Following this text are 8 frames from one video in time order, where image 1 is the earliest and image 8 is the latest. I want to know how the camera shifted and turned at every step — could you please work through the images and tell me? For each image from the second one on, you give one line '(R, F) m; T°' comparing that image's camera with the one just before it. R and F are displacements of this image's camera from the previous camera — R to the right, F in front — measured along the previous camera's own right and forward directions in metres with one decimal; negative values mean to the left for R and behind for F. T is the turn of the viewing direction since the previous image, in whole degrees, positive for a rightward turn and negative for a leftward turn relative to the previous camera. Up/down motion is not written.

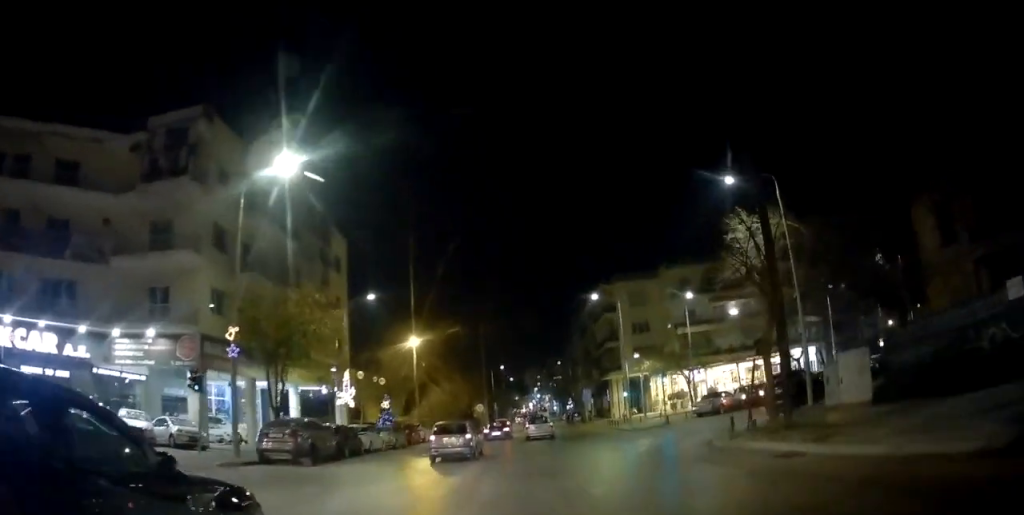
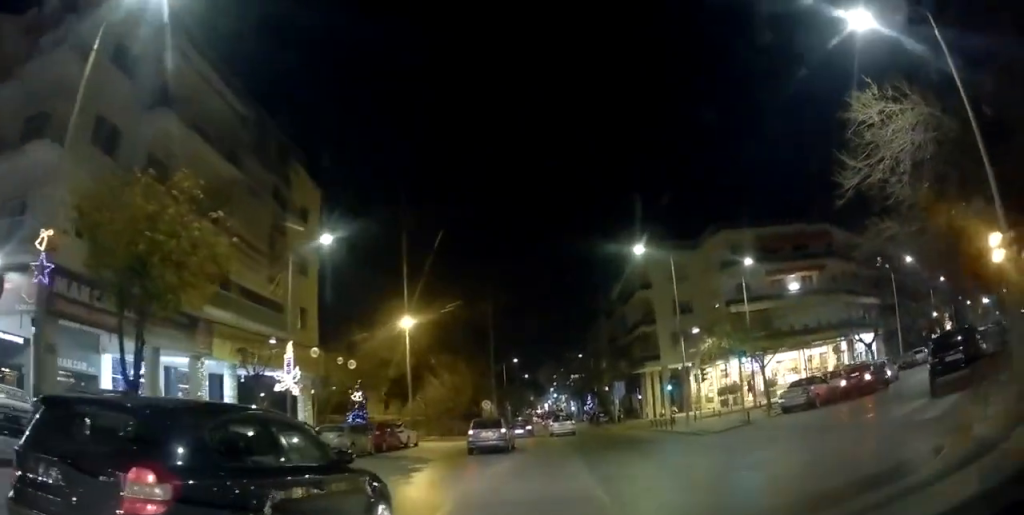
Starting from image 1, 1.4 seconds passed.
(-0.3, +10.7) m; 0°
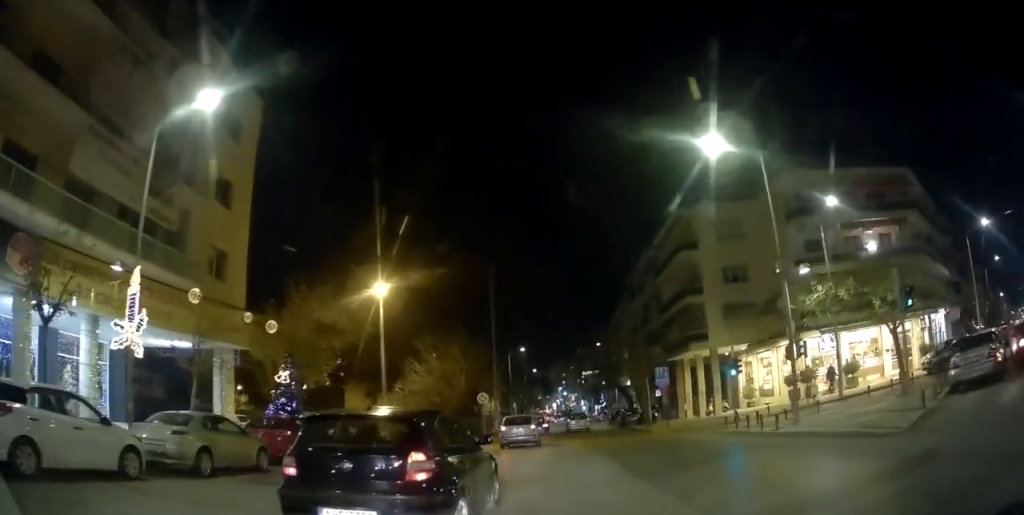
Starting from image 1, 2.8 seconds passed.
(+0.4, +10.4) m; +2°
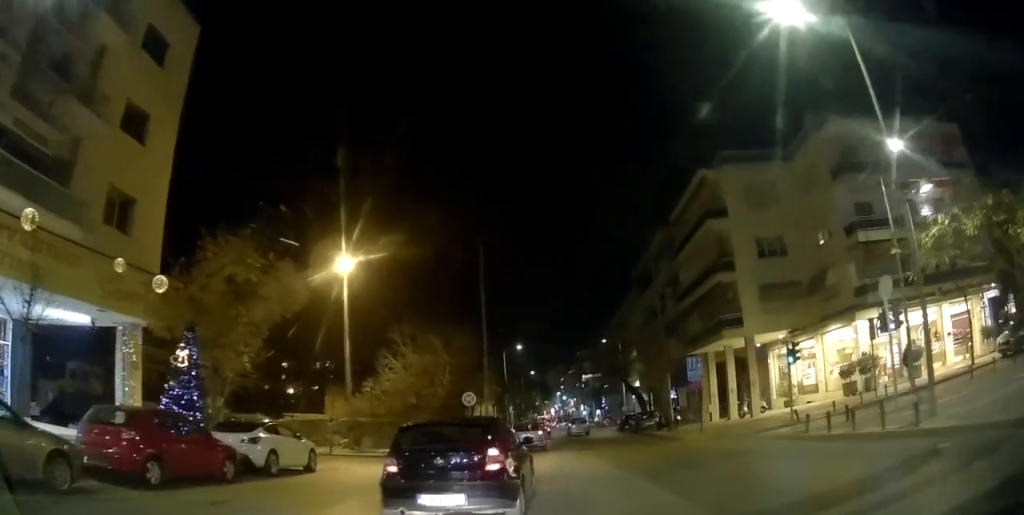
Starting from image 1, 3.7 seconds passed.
(0.0, +6.6) m; -2°
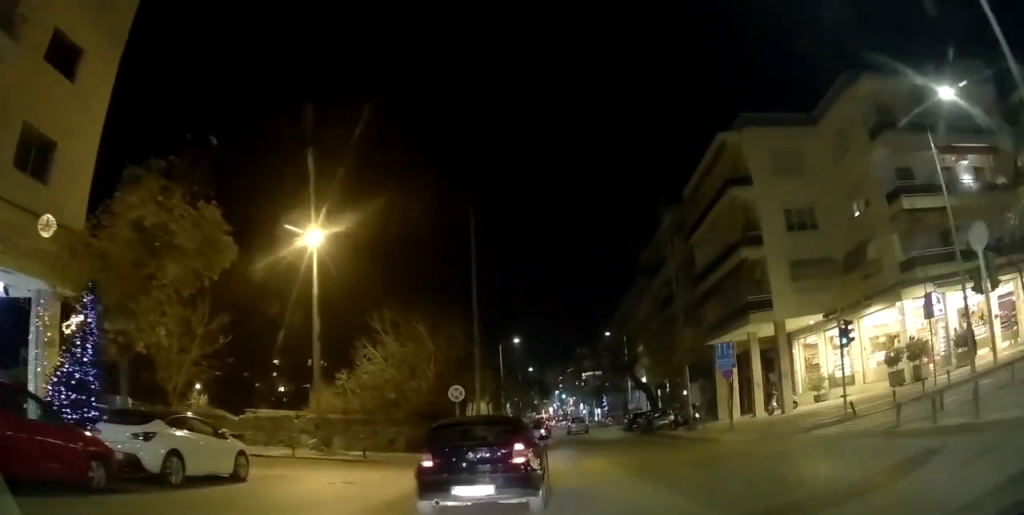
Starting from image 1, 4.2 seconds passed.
(+0.1, +4.1) m; -1°
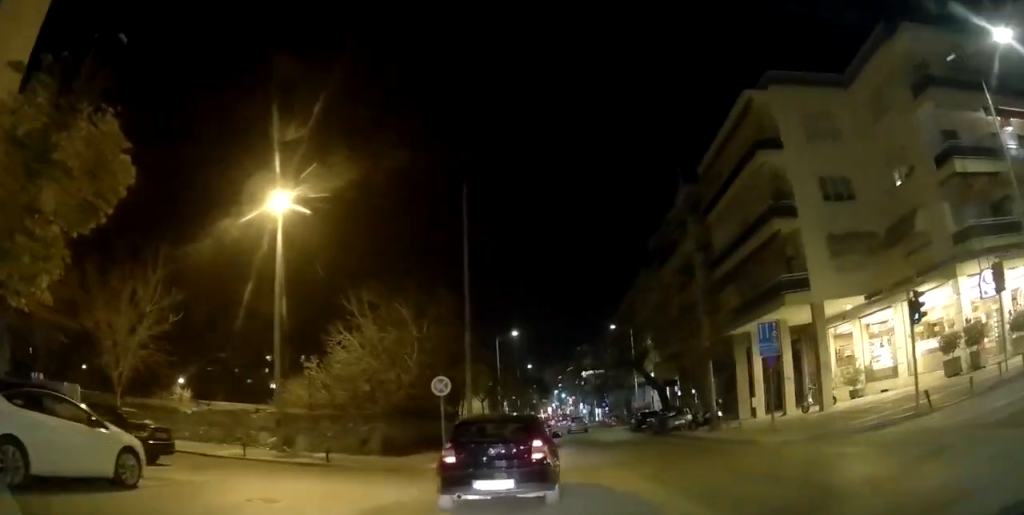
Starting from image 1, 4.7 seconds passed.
(-0.2, +3.8) m; 0°
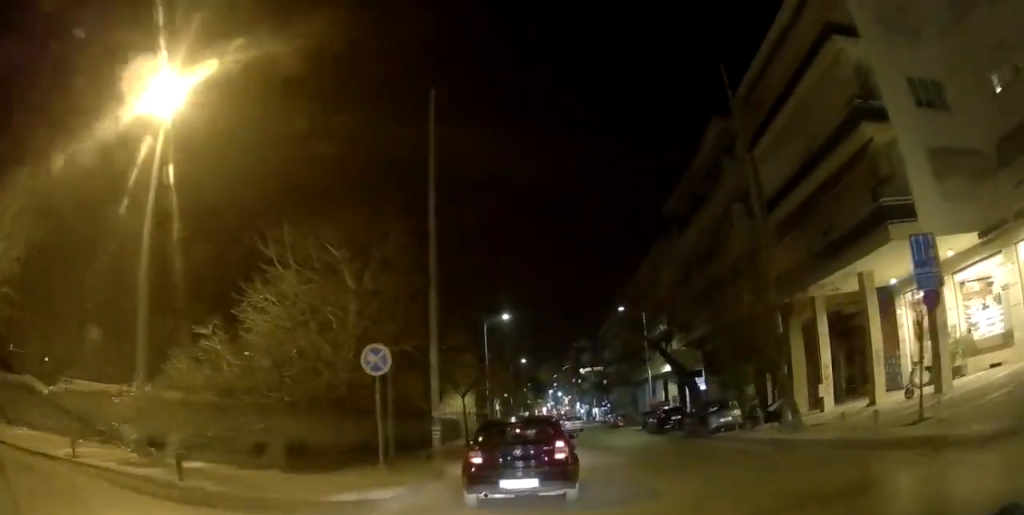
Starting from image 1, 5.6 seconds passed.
(0.0, +7.6) m; +1°
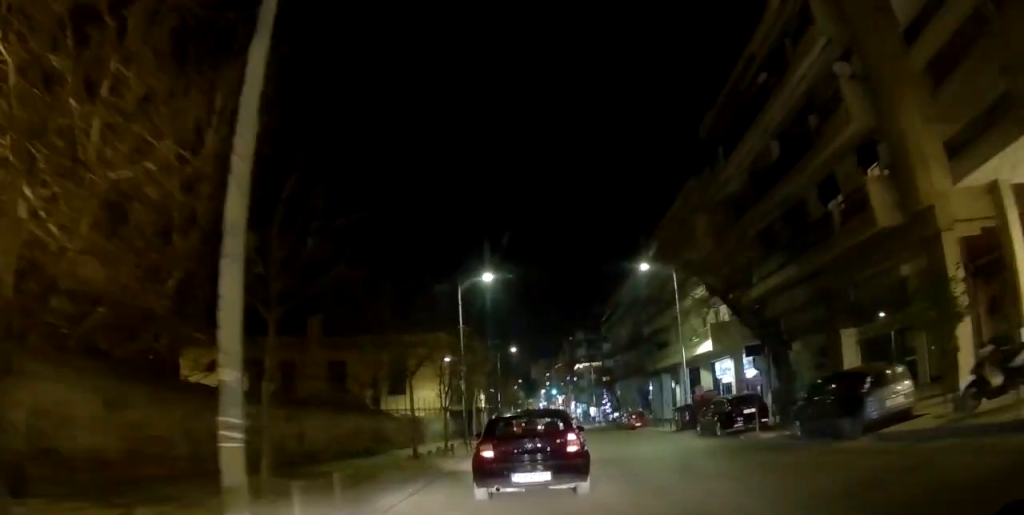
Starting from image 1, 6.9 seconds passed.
(+0.3, +11.2) m; +2°
